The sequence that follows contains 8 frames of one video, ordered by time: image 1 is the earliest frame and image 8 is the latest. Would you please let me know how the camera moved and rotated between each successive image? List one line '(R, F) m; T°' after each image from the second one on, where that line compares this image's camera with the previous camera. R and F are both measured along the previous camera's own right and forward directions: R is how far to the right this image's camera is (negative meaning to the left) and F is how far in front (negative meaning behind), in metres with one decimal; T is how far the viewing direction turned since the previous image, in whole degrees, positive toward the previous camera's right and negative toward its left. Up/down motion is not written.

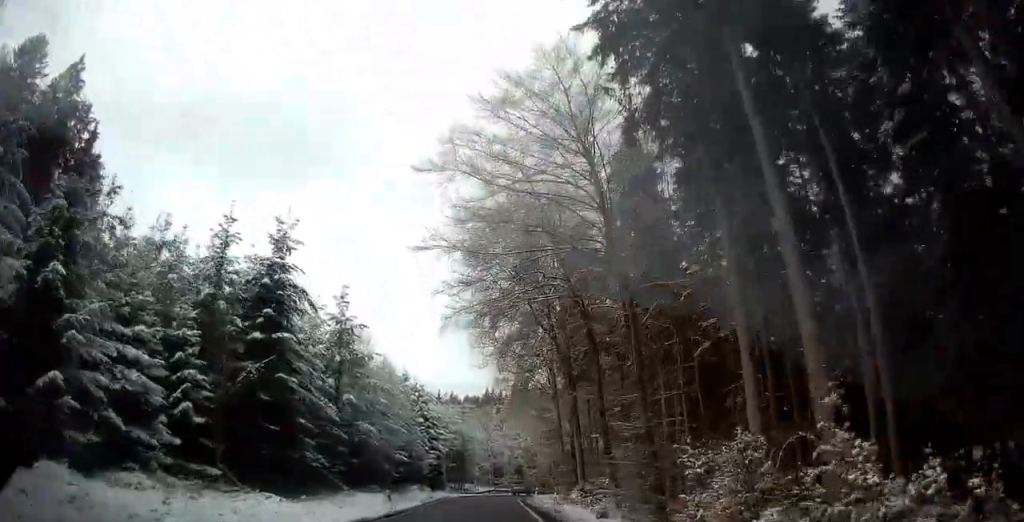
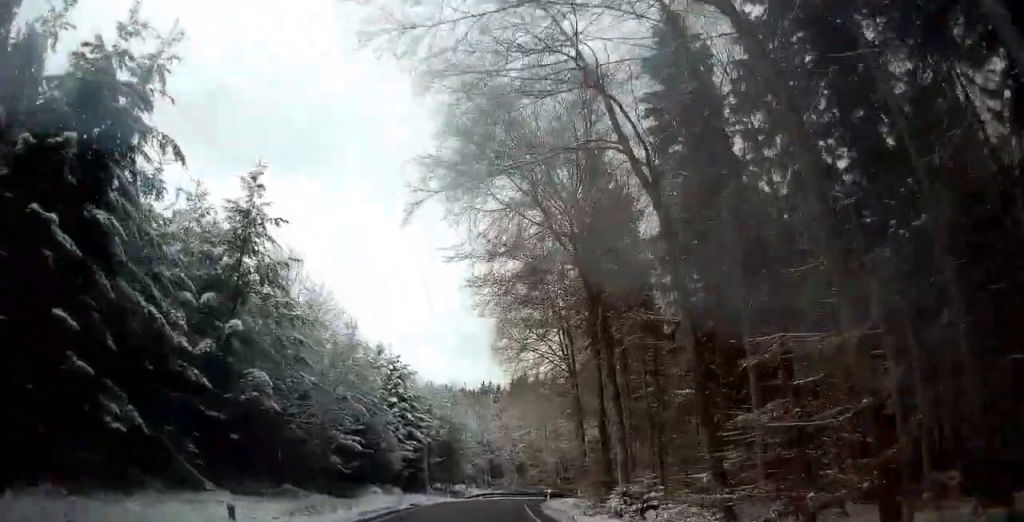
(-0.6, +15.3) m; -4°
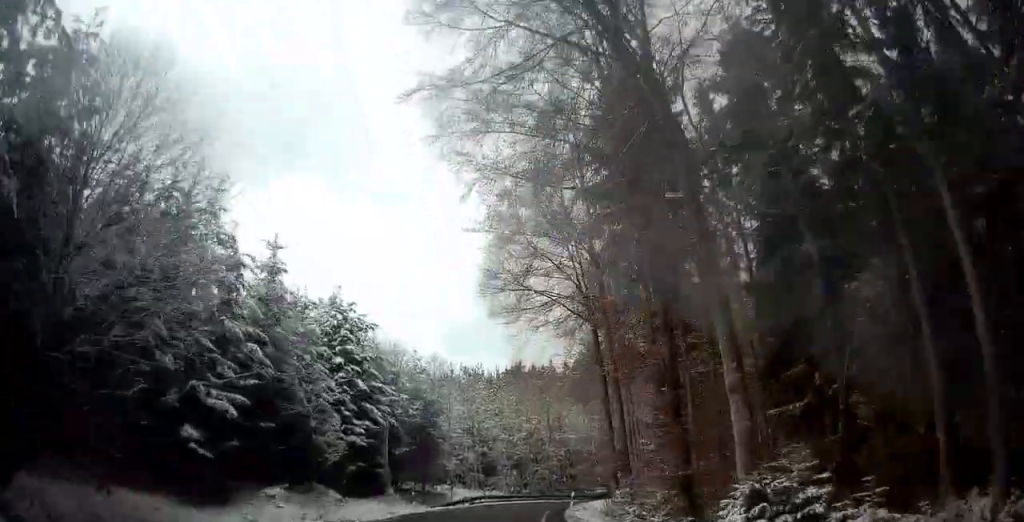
(-0.5, +16.1) m; 0°
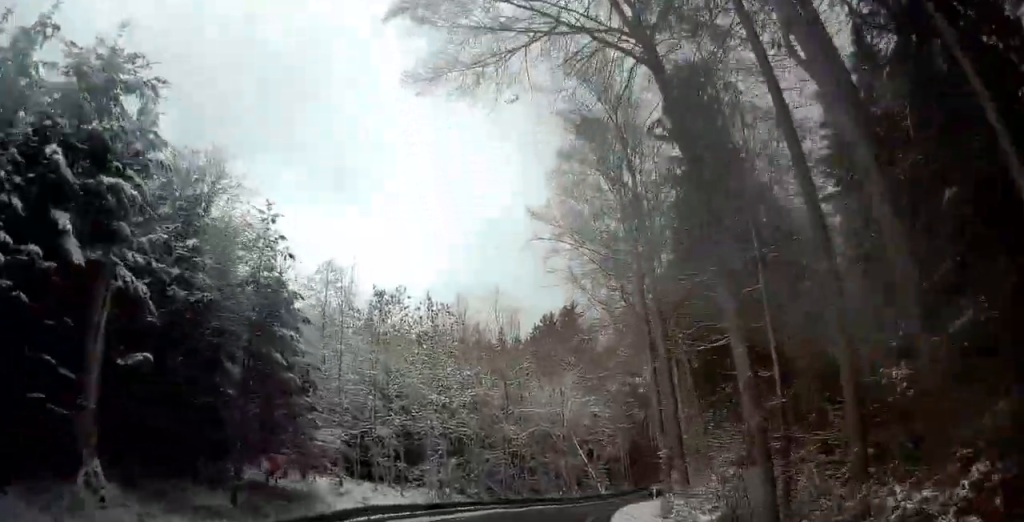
(+2.0, +22.5) m; +11°
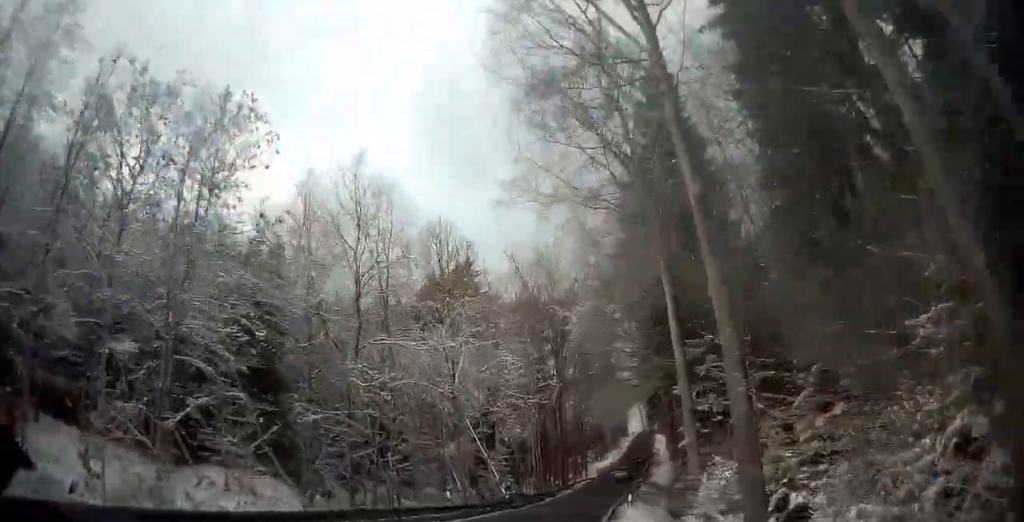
(+0.3, +21.4) m; +1°
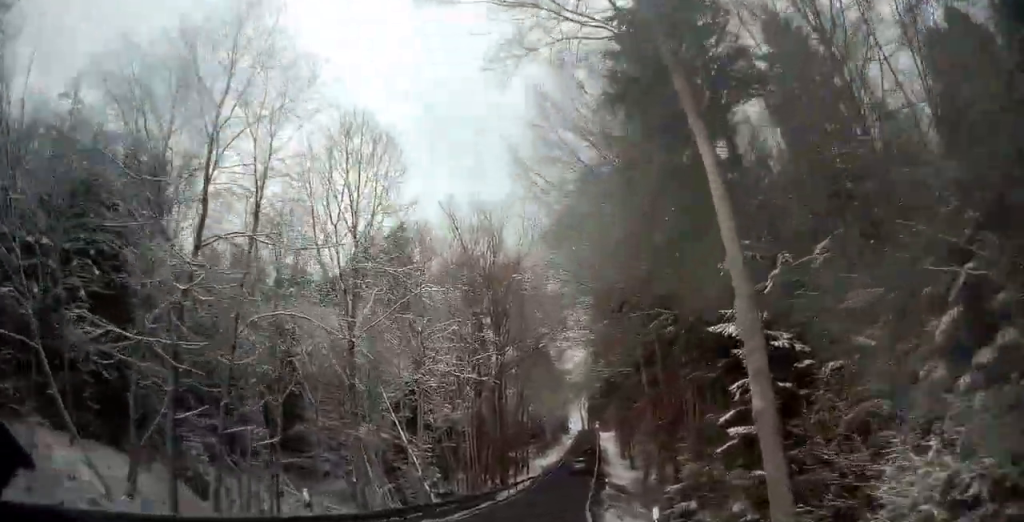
(+0.1, +10.7) m; +3°
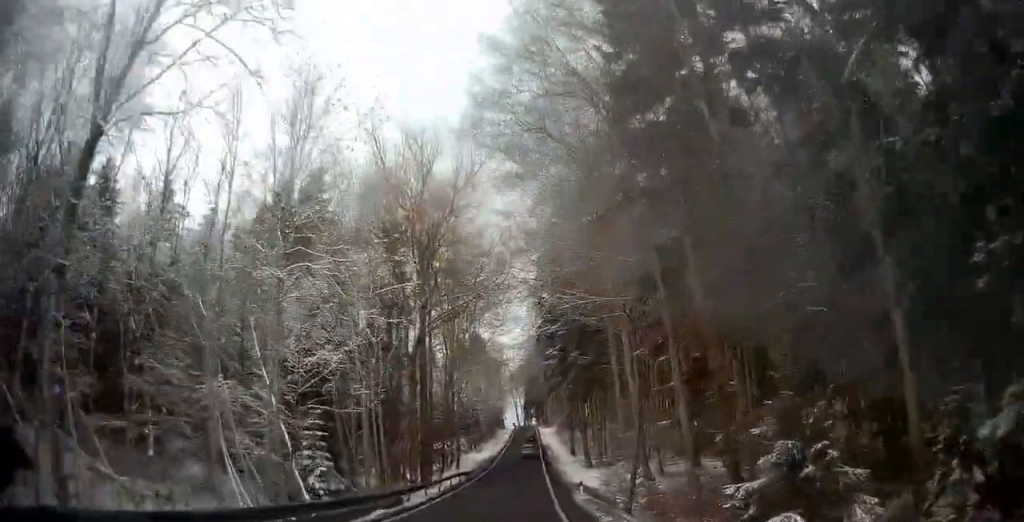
(+0.7, +13.2) m; +6°
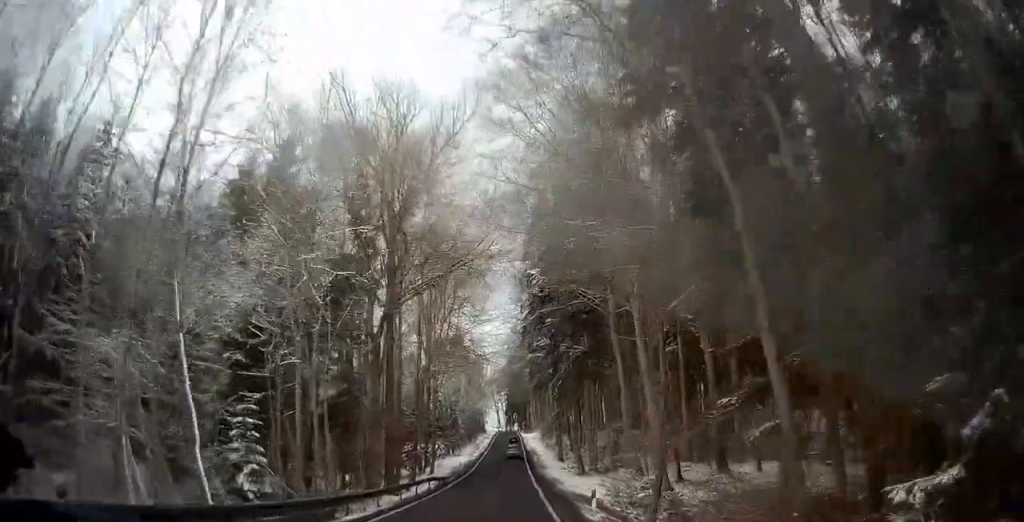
(+0.1, +6.6) m; +3°
